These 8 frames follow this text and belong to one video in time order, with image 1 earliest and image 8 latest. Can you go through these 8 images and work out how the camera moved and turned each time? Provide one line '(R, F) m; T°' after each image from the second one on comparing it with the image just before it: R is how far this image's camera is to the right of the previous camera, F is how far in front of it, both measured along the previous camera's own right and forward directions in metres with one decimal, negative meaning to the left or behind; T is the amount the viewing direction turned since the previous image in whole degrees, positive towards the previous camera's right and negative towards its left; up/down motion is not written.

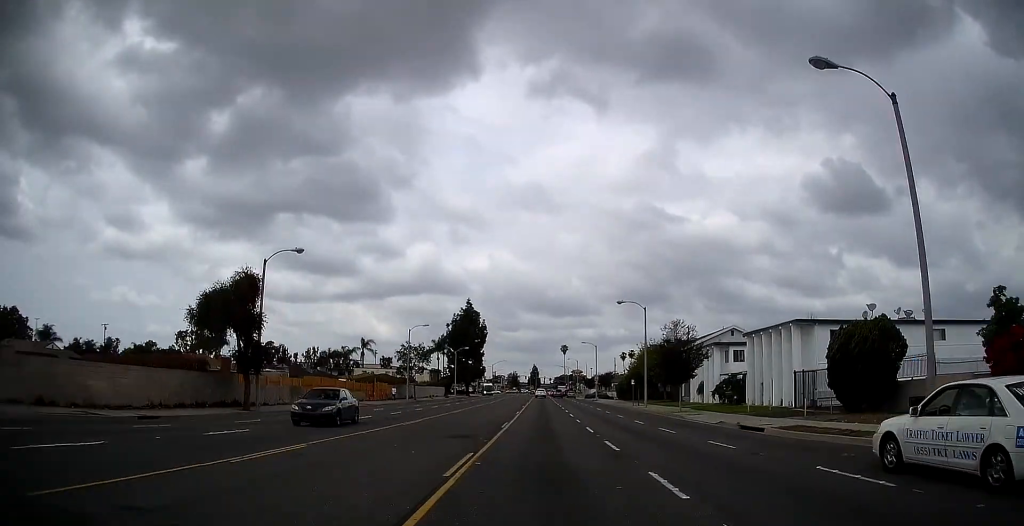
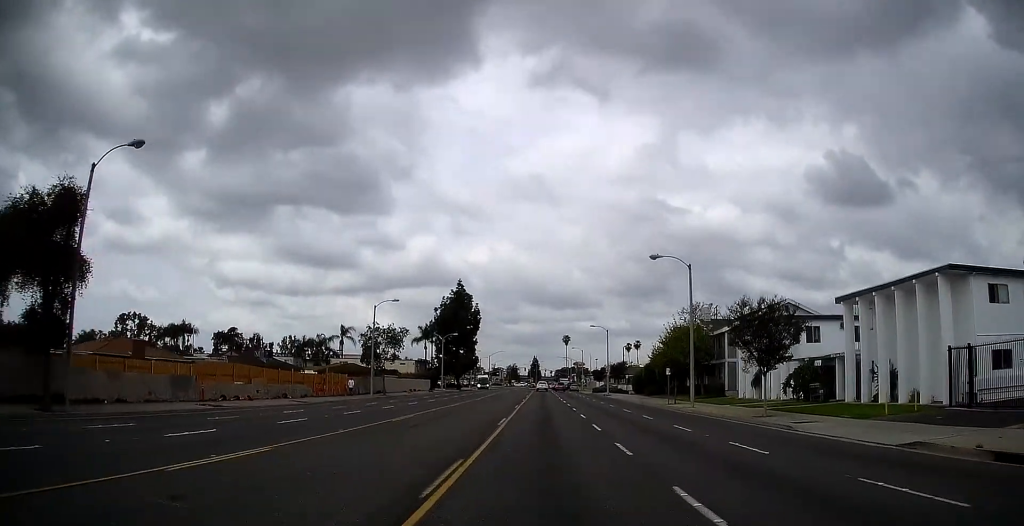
(-0.1, +16.8) m; 0°
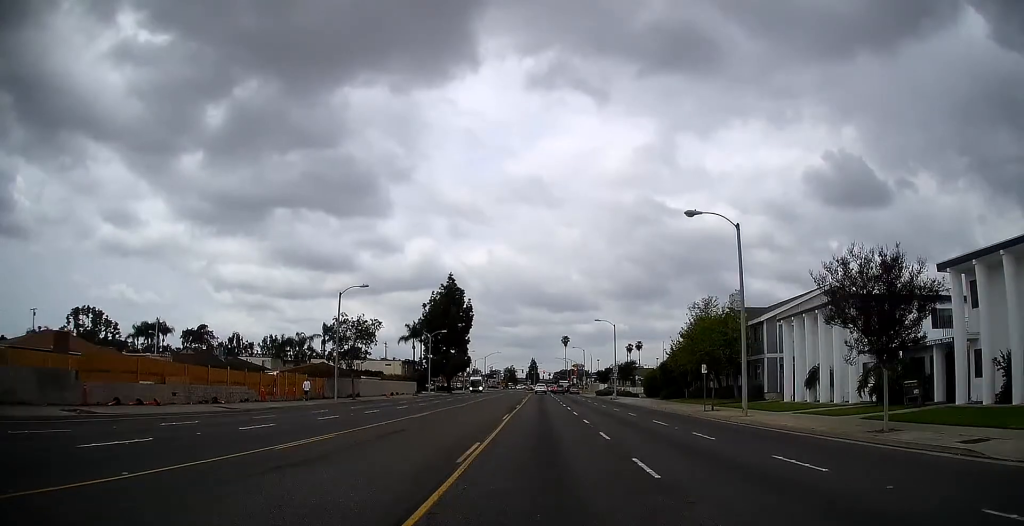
(-0.1, +10.4) m; 0°
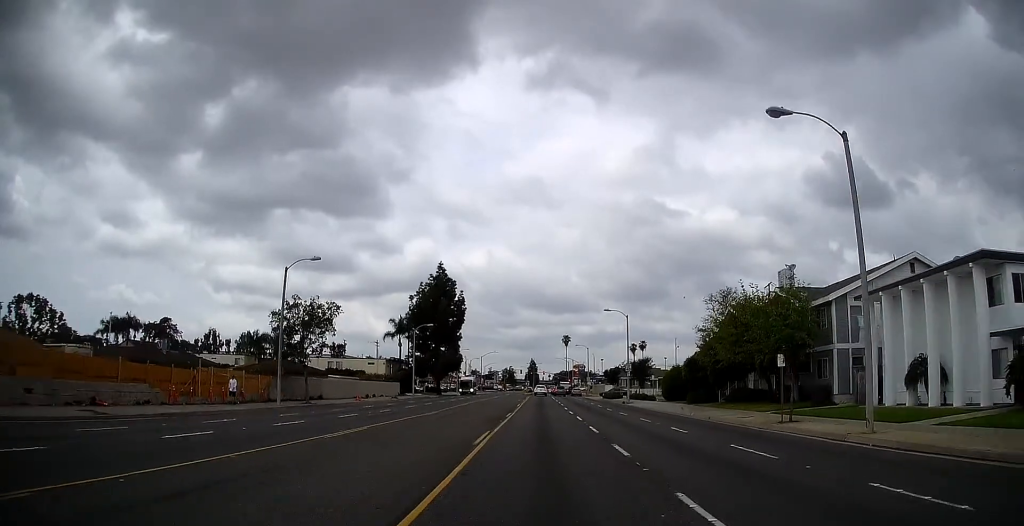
(+0.1, +11.5) m; 0°
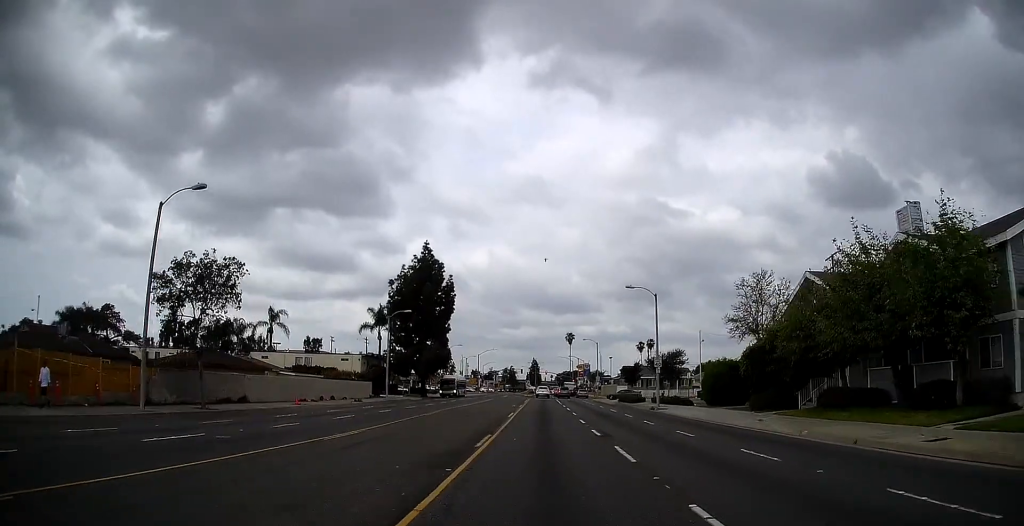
(+0.1, +15.4) m; 0°
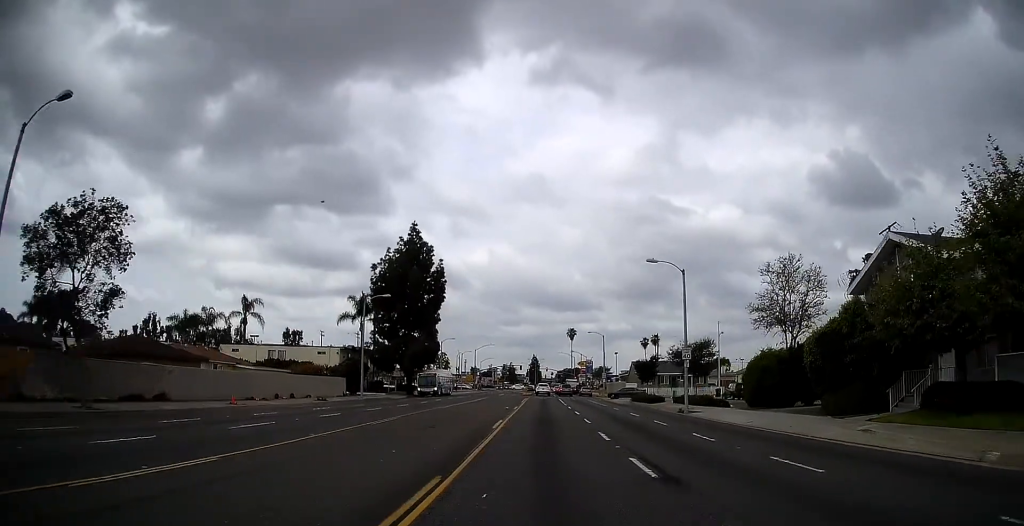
(0.0, +9.9) m; 0°
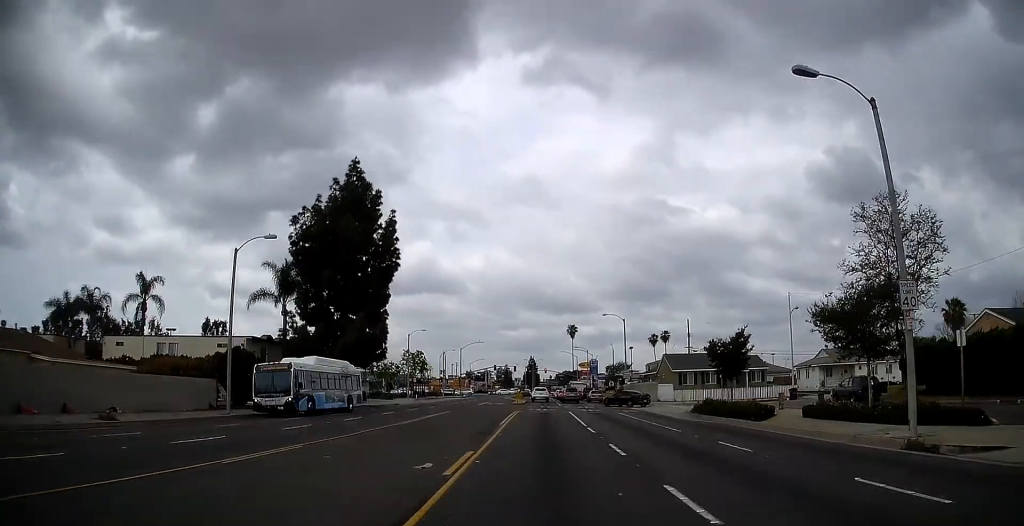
(0.0, +26.4) m; 0°
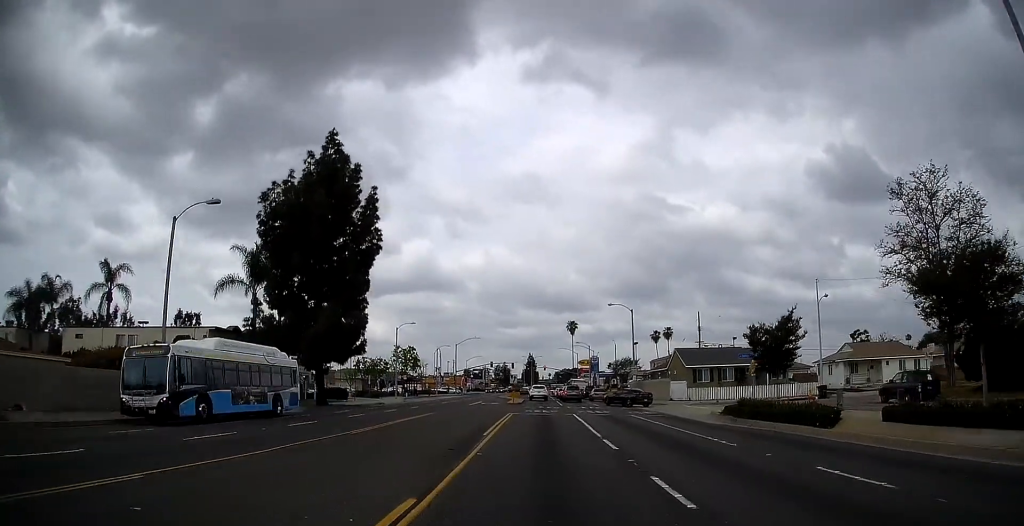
(0.0, +7.0) m; 0°
